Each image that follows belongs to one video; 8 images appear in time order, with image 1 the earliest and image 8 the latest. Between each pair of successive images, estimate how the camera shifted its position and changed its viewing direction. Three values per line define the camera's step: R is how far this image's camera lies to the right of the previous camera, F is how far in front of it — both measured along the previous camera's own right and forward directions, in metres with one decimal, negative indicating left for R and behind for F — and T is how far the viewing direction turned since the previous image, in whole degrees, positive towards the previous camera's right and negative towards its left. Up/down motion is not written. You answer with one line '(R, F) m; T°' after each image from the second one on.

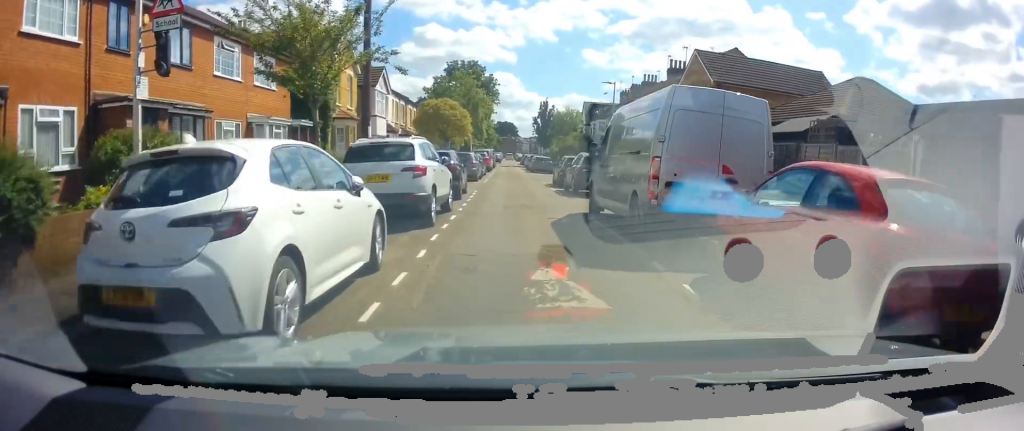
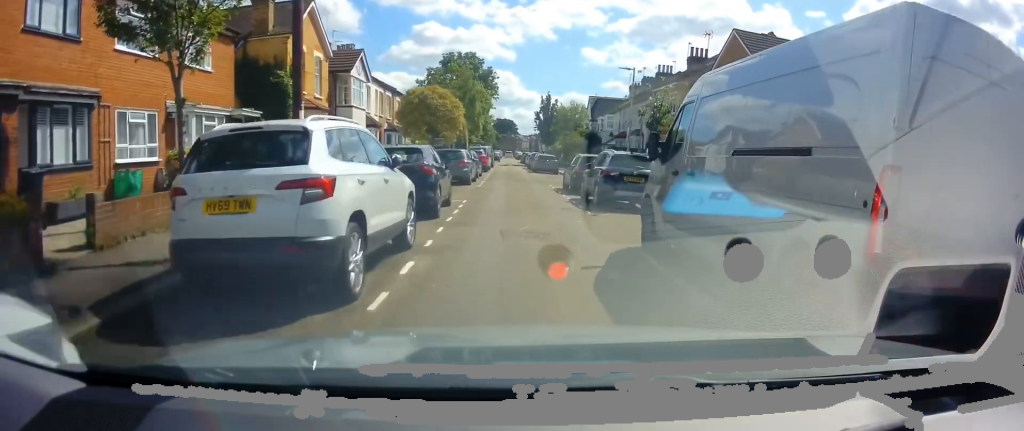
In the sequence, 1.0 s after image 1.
(0.0, +5.7) m; +1°
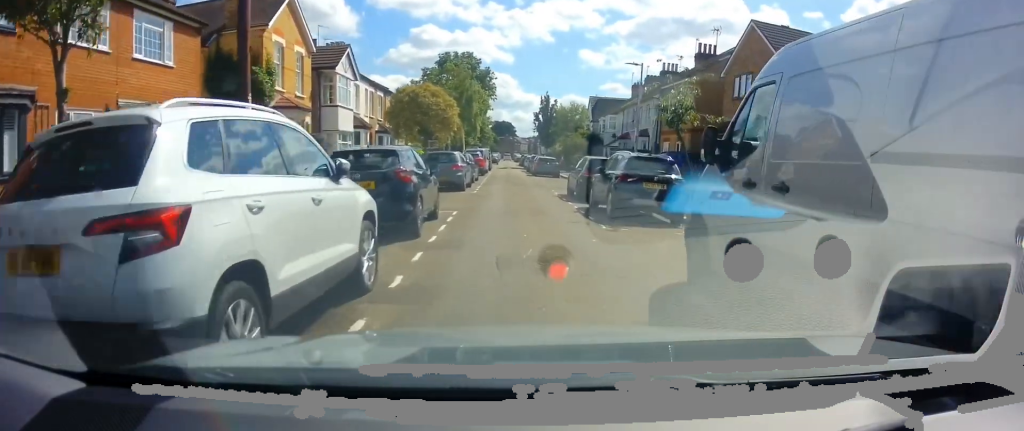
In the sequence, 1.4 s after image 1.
(0.0, +2.4) m; 0°
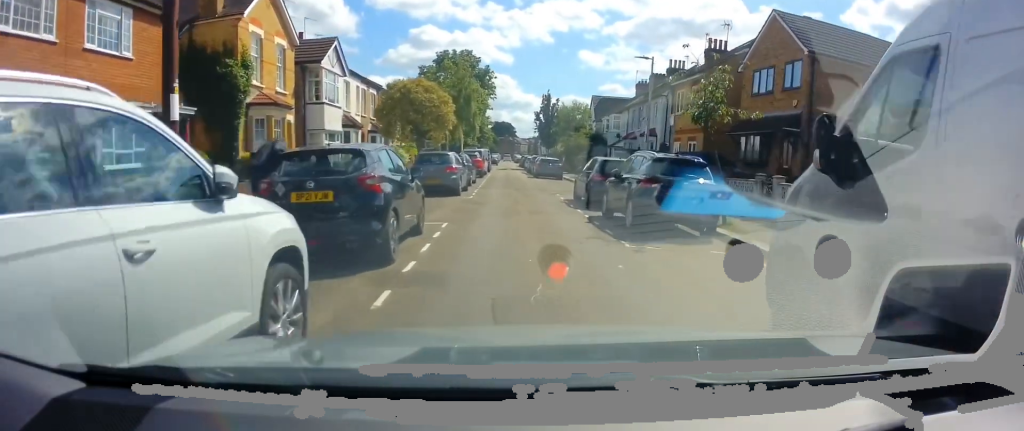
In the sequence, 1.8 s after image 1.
(+0.1, +2.2) m; 0°
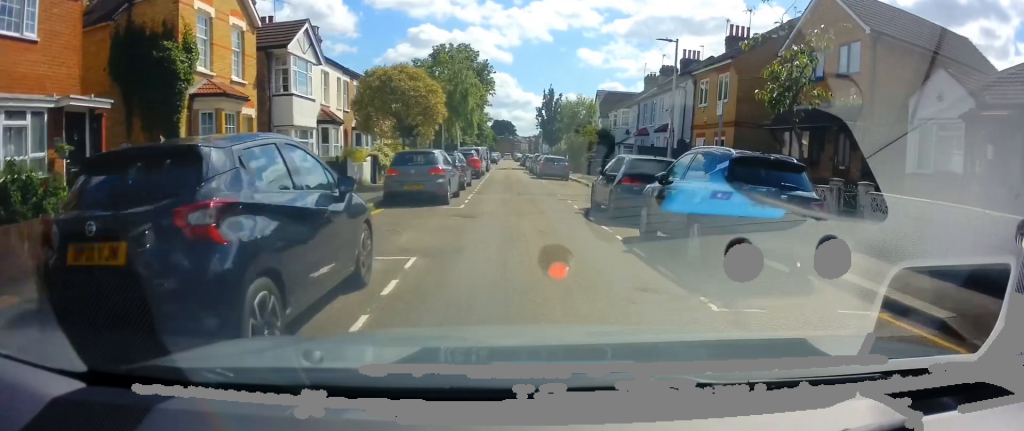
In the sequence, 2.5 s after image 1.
(0.0, +3.9) m; -1°
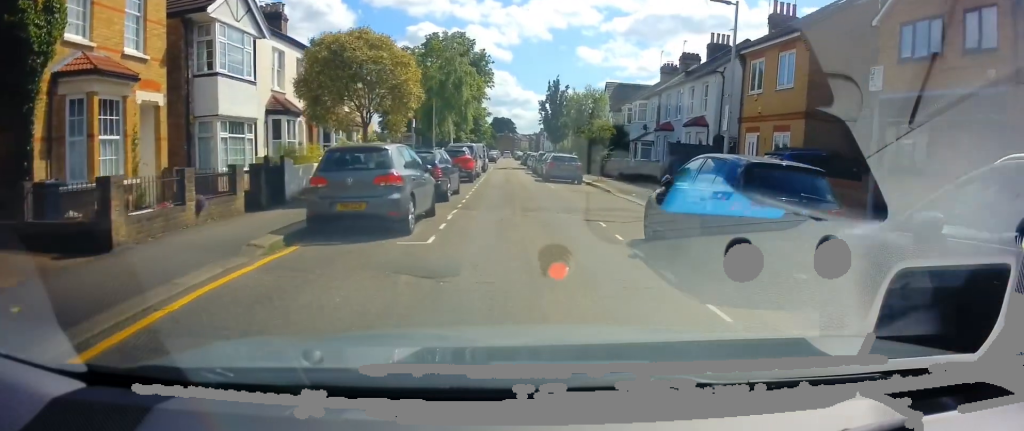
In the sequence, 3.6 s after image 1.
(-0.1, +5.9) m; 0°
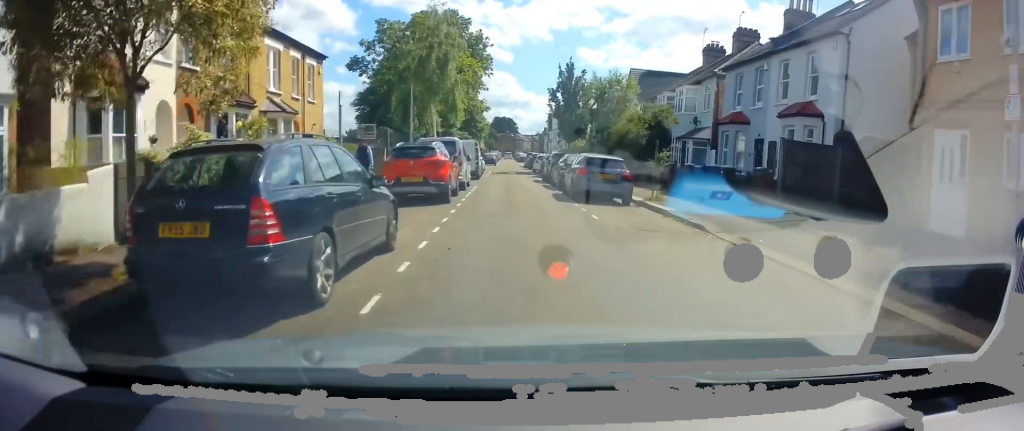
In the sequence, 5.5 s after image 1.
(+0.3, +10.7) m; +2°
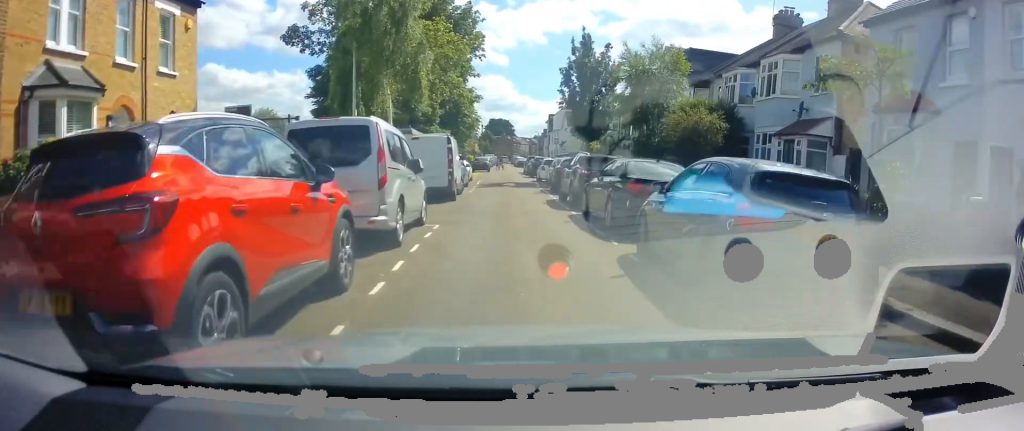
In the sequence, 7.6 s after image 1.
(-0.5, +11.6) m; -5°
